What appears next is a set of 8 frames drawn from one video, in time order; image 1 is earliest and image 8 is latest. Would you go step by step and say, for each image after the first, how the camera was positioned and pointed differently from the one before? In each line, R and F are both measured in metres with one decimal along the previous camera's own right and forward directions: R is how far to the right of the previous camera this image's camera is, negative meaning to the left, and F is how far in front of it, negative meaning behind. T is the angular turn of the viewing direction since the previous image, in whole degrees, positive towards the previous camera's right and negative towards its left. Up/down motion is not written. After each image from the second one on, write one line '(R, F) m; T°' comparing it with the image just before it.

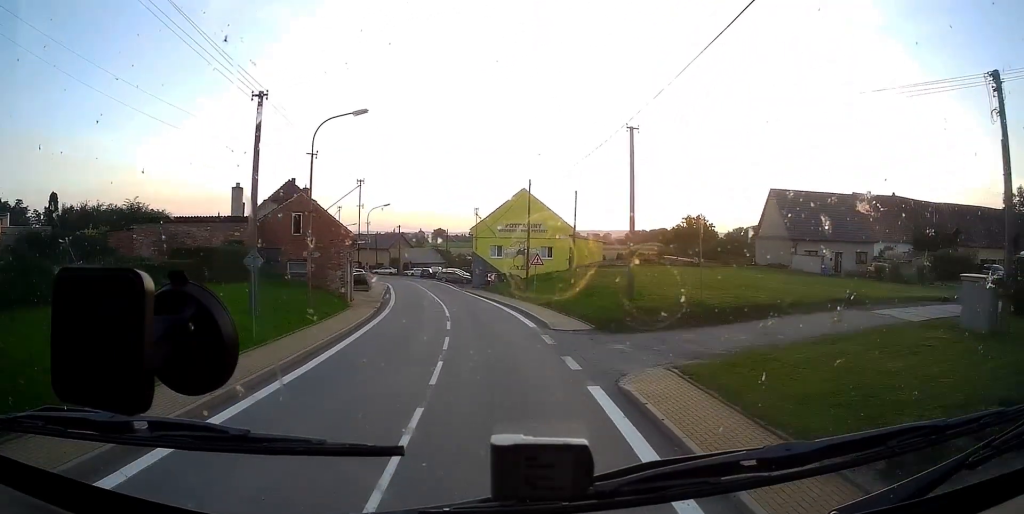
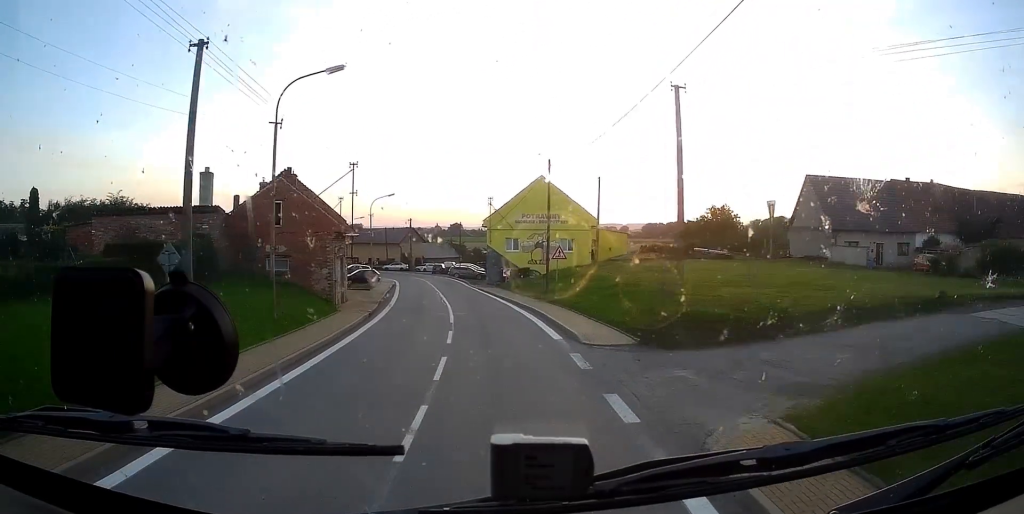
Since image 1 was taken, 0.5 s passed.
(+0.2, +4.9) m; -3°
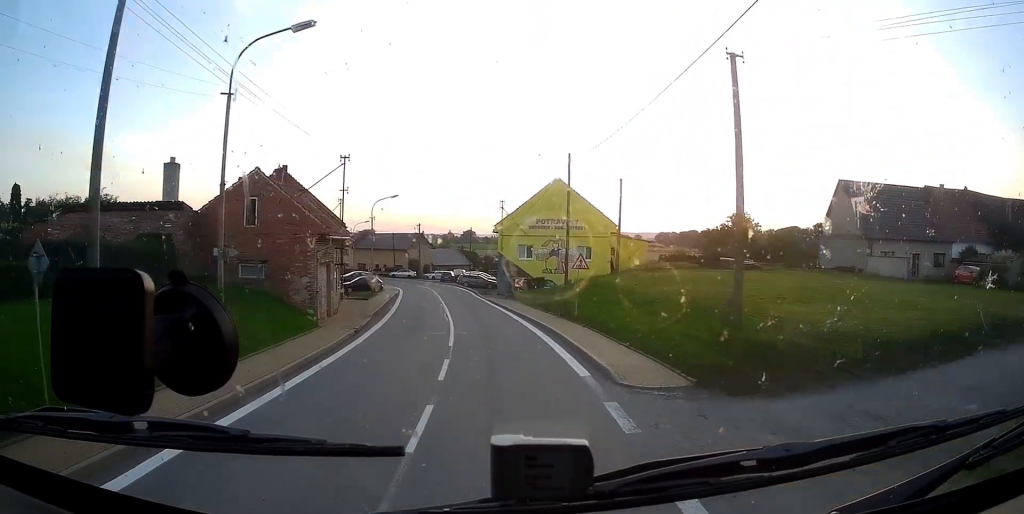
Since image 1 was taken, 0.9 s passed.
(-0.4, +4.1) m; -1°
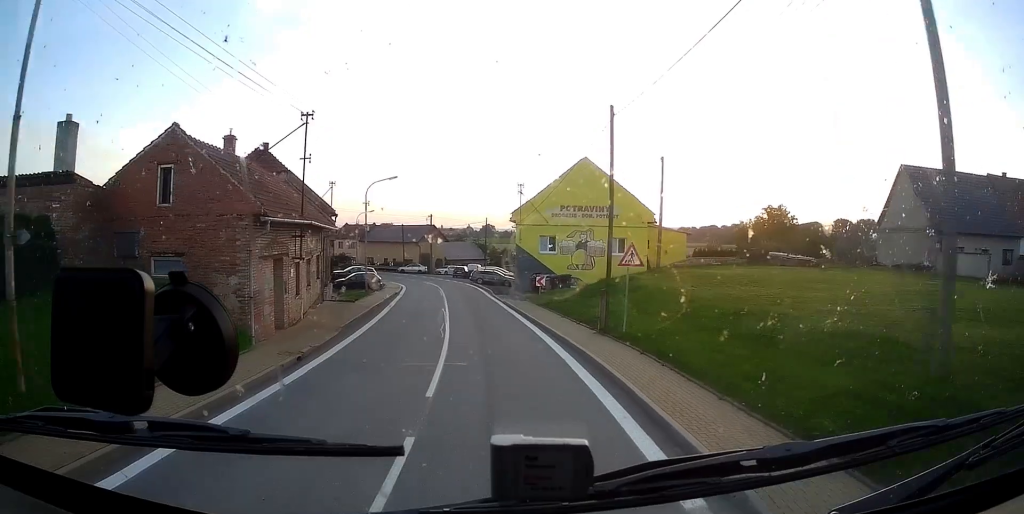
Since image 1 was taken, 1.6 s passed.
(-0.6, +7.4) m; -2°
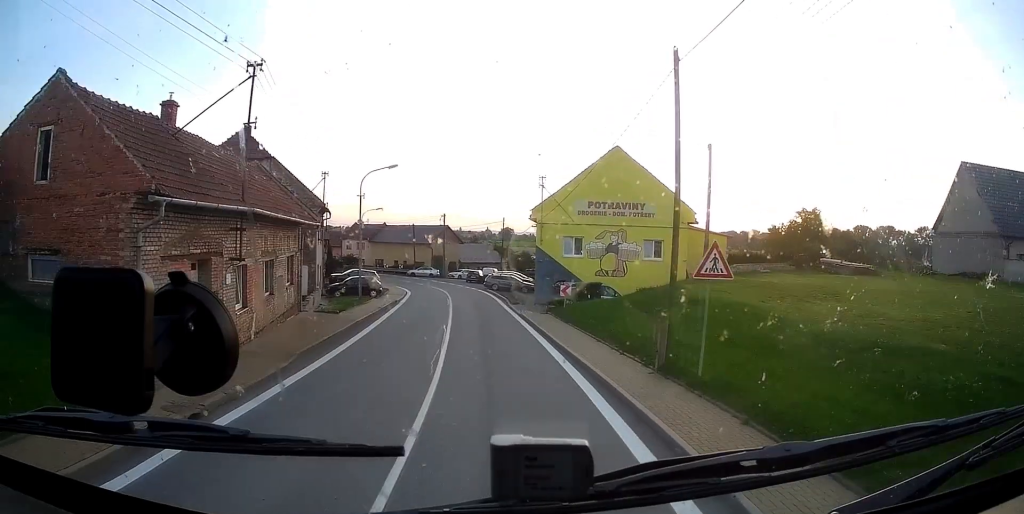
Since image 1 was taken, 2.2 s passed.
(+0.3, +6.0) m; 0°
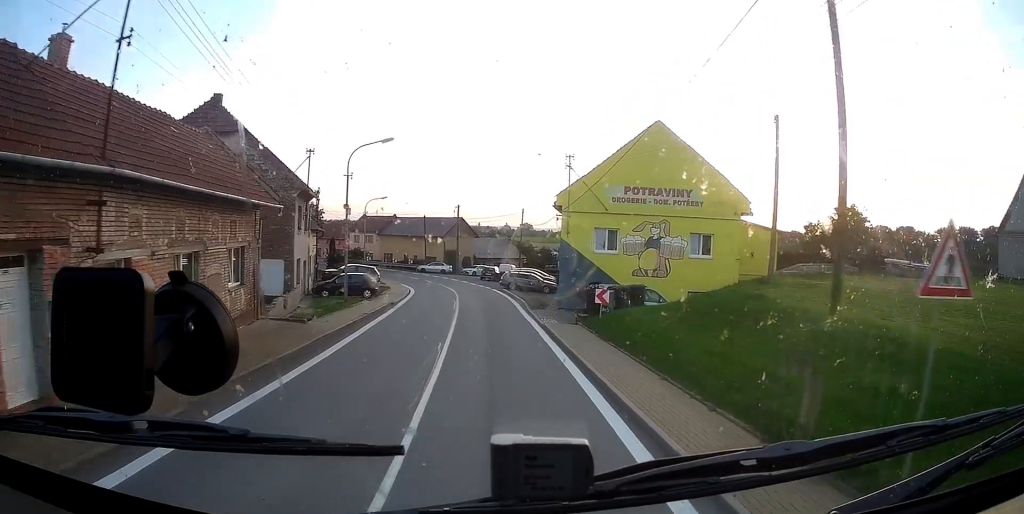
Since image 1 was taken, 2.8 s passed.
(+0.1, +6.4) m; -1°
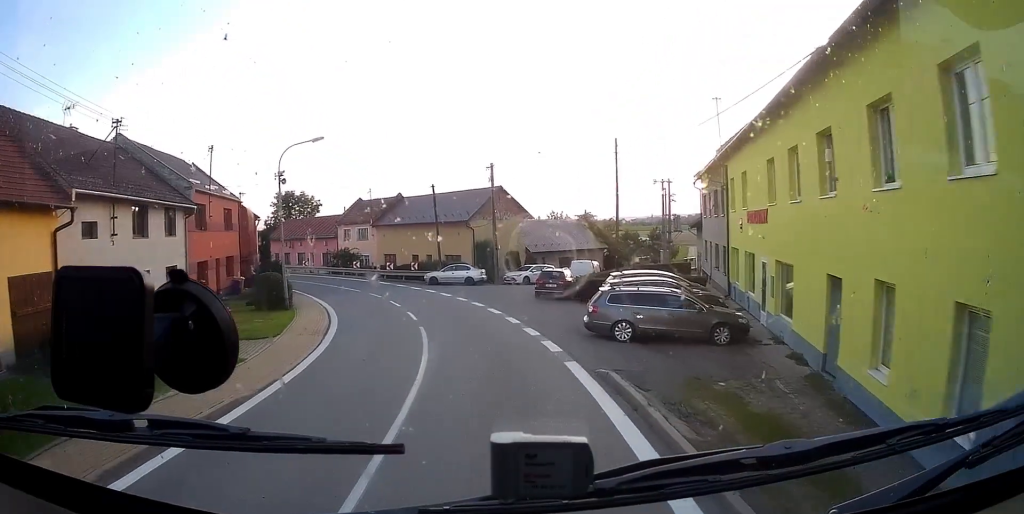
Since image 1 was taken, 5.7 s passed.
(-2.9, +31.3) m; -10°
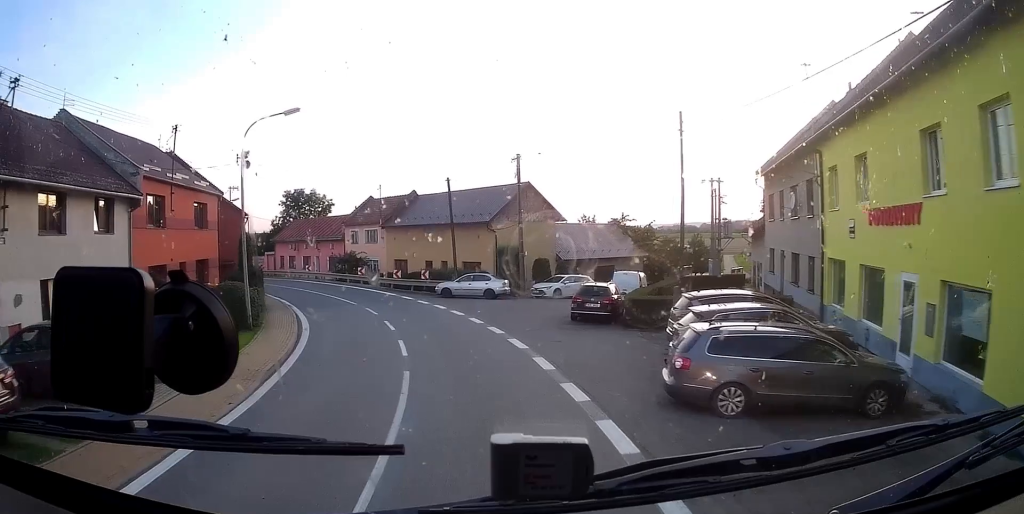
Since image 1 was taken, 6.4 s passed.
(+0.2, +6.9) m; -3°
